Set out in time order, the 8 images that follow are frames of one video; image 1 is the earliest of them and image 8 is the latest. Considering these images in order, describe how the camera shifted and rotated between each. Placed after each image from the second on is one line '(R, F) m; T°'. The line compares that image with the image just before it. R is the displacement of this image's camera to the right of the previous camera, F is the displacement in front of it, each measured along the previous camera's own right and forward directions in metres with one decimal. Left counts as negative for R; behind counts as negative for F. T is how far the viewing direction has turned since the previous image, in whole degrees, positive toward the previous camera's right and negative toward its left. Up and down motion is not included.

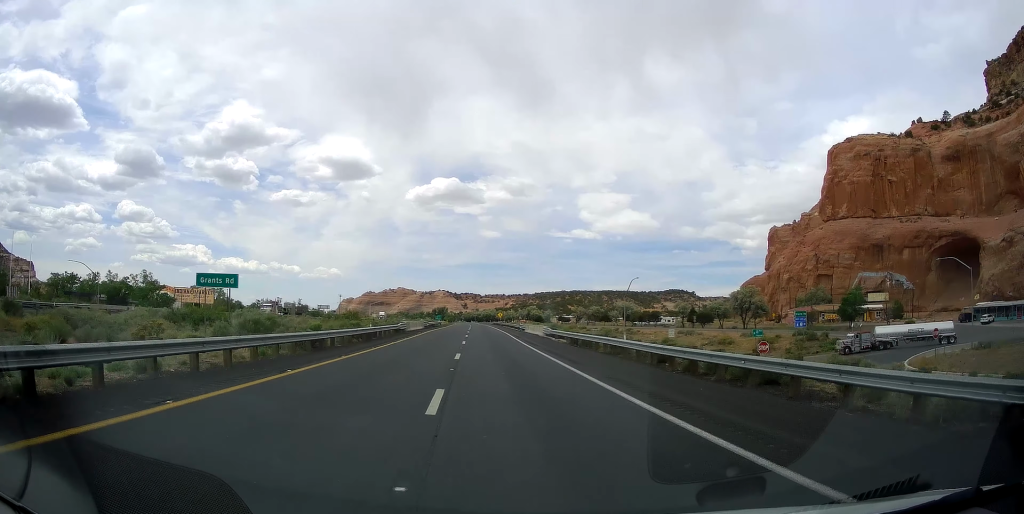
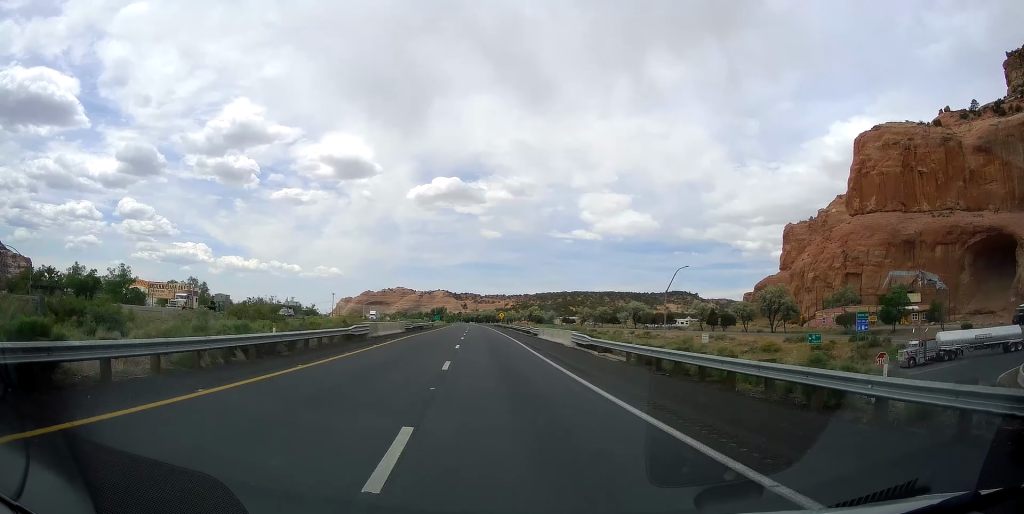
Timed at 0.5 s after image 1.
(0.0, +16.6) m; +1°
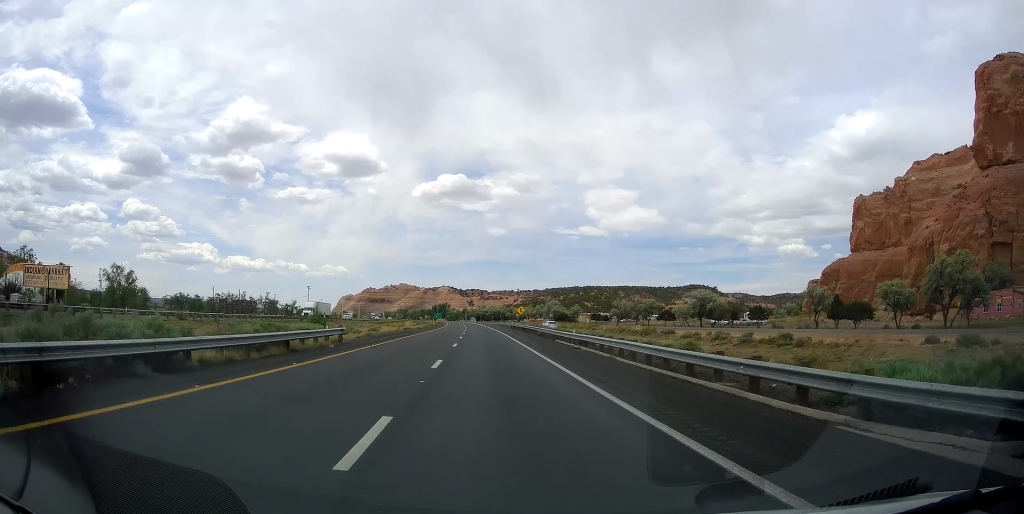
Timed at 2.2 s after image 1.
(+1.3, +60.3) m; +1°
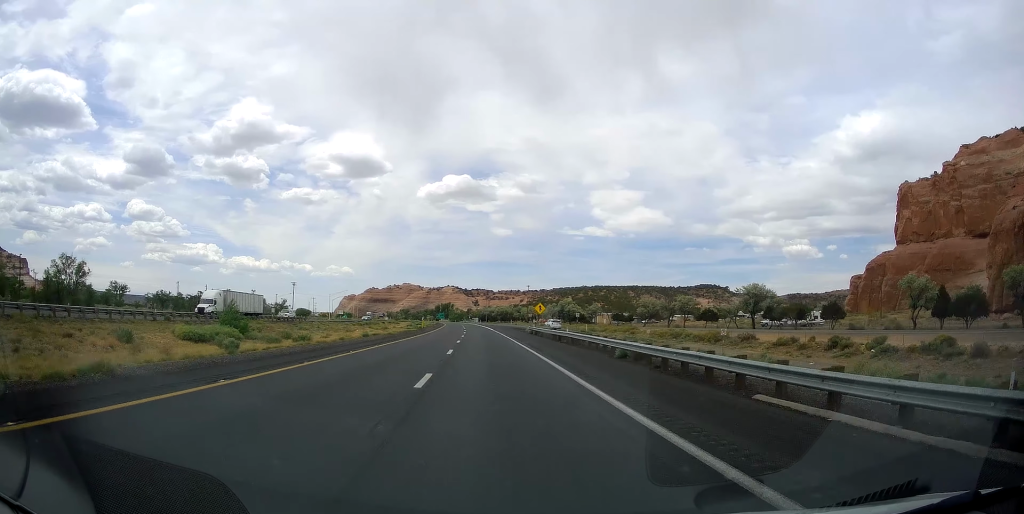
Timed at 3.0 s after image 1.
(-0.8, +29.5) m; -1°
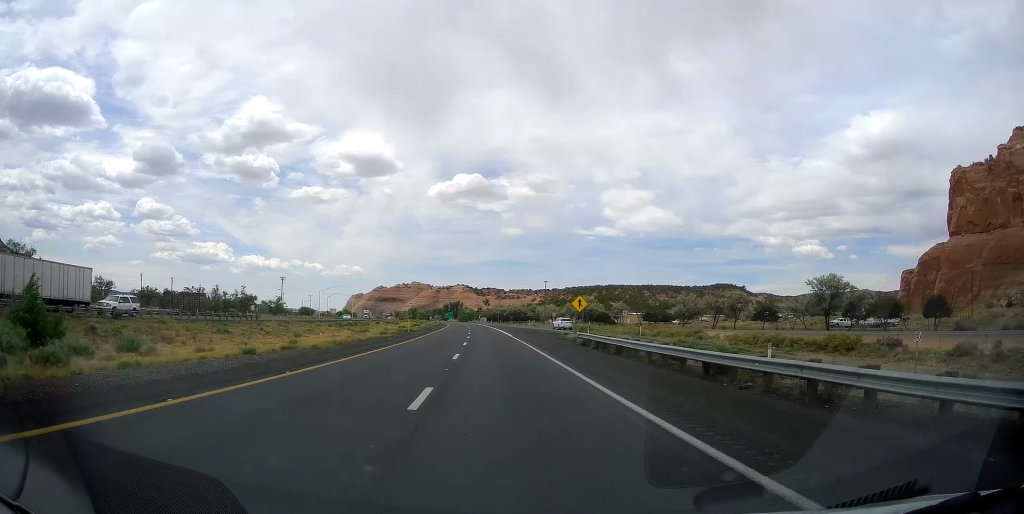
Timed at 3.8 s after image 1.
(+0.1, +27.1) m; -1°
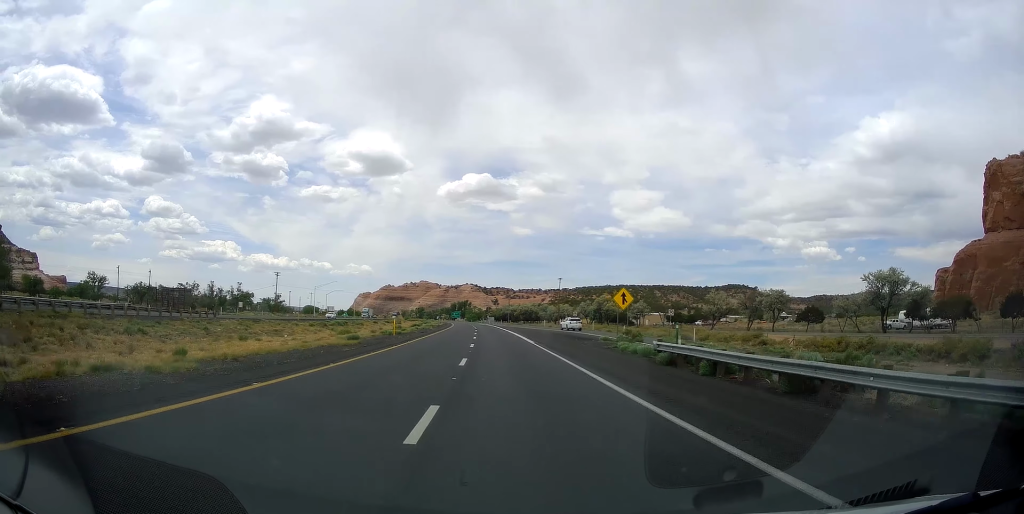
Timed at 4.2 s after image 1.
(+0.1, +15.2) m; -1°
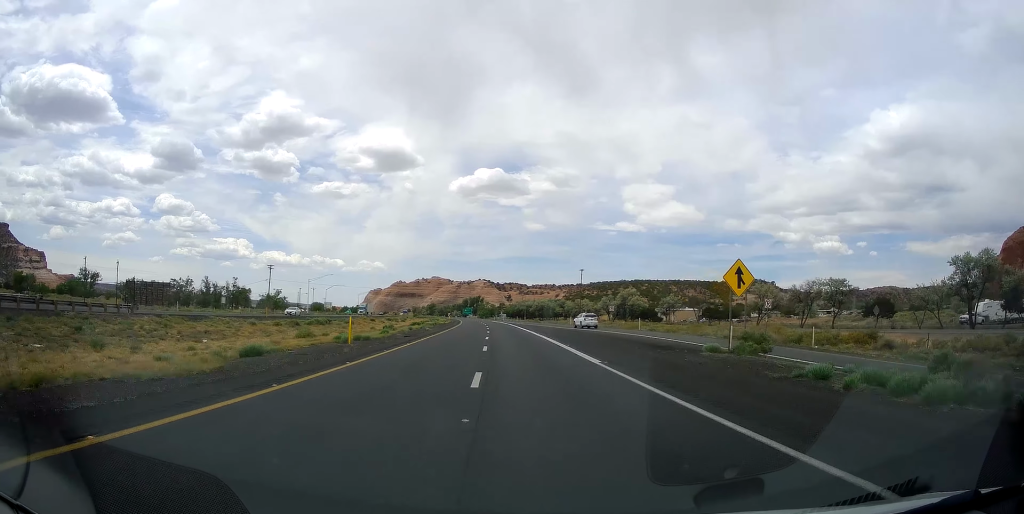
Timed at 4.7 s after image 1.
(-0.4, +18.5) m; -1°
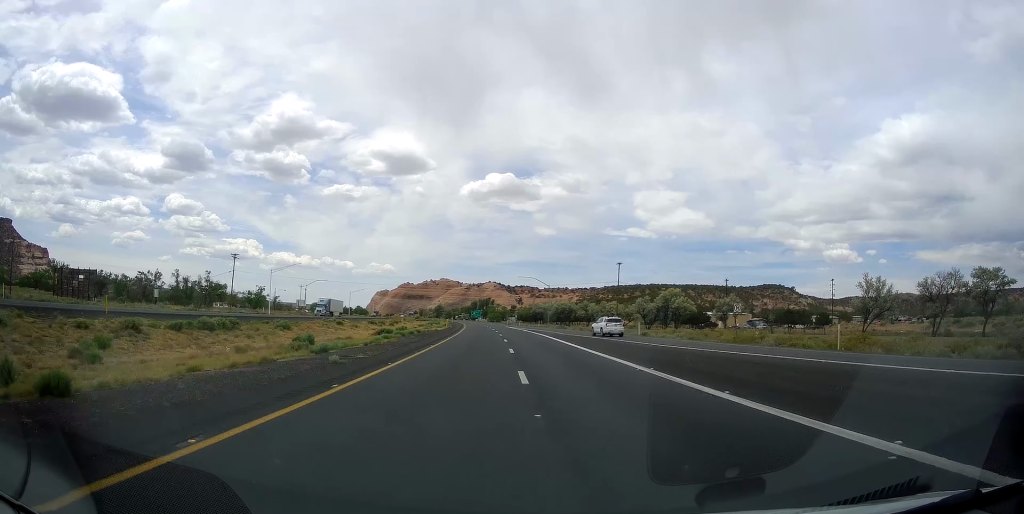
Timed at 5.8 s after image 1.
(-0.4, +35.9) m; -1°
